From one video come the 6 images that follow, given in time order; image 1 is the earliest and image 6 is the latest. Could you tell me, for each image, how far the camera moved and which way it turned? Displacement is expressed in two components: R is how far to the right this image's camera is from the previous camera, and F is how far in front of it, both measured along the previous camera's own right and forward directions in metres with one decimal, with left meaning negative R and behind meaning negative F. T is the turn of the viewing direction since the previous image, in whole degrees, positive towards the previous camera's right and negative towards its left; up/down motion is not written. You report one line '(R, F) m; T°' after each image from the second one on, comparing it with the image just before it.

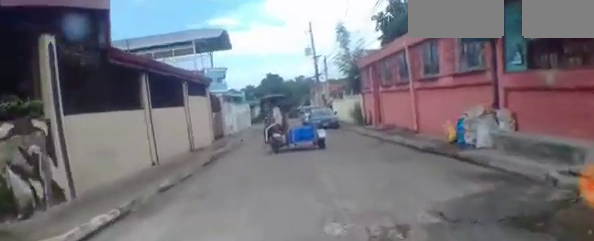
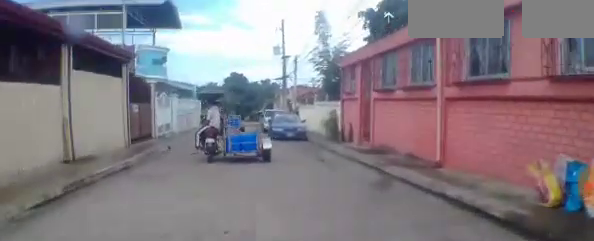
(+0.2, +4.4) m; +9°
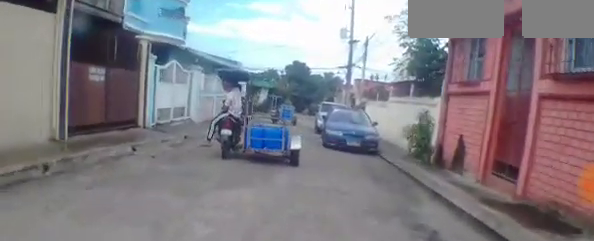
(+0.5, +5.0) m; +5°
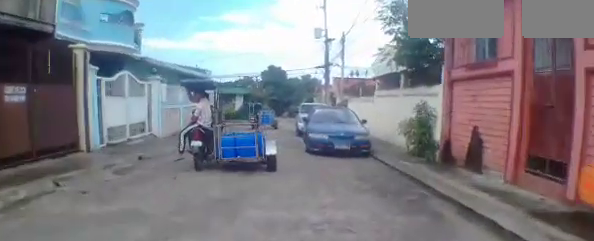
(0.0, +1.4) m; -2°
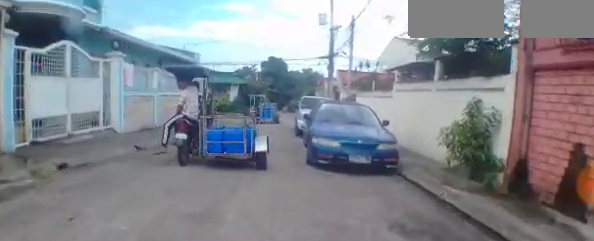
(0.0, +2.4) m; -6°
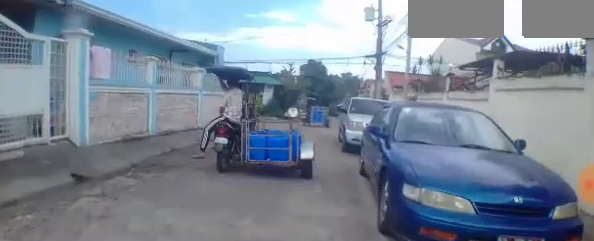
(-0.4, +3.5) m; +1°
